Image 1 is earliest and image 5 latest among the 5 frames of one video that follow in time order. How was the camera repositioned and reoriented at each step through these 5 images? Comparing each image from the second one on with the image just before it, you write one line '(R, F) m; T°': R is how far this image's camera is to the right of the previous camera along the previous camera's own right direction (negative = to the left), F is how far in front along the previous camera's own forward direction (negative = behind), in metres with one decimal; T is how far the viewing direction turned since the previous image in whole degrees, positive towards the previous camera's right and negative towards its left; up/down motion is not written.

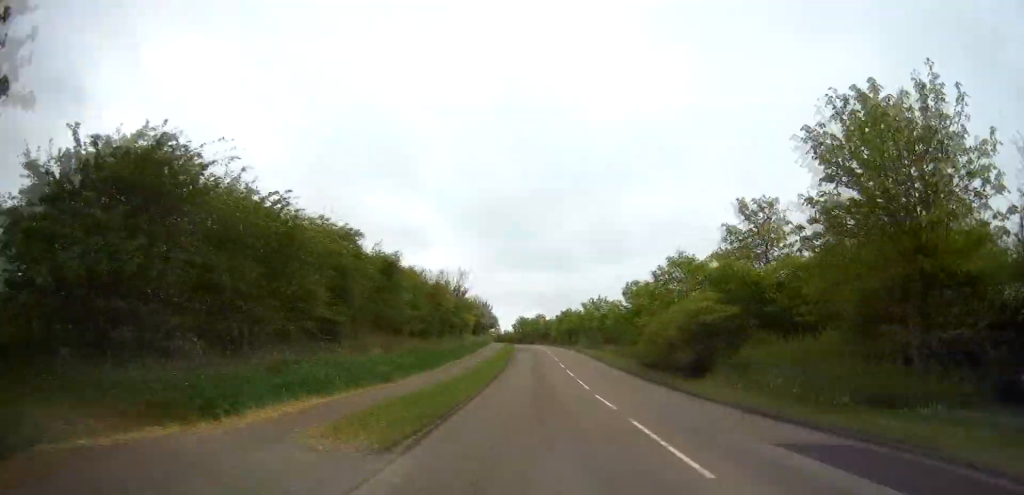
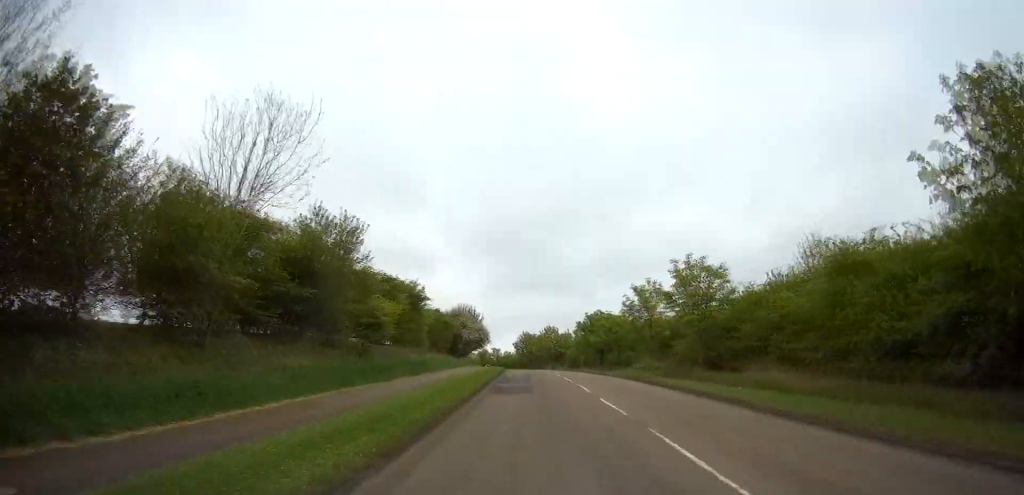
(-0.4, +44.4) m; -1°
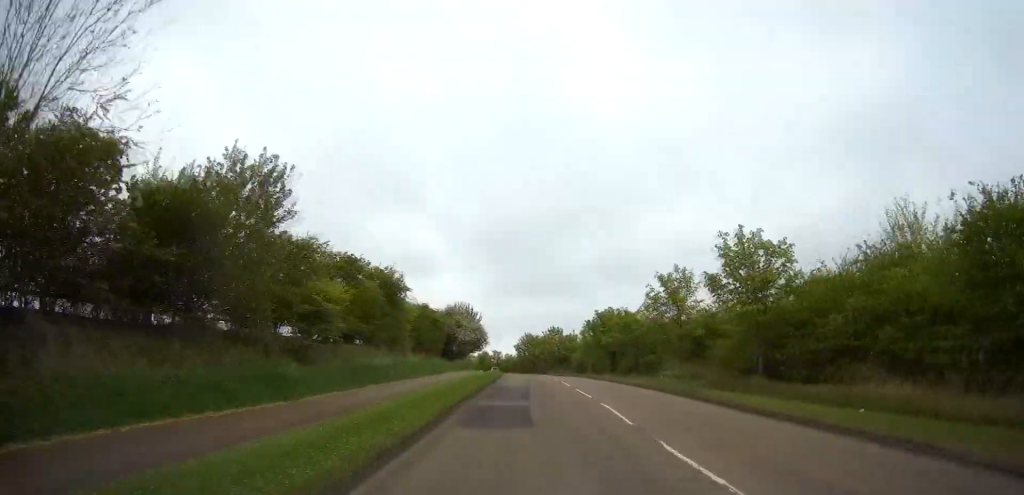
(0.0, +8.8) m; 0°
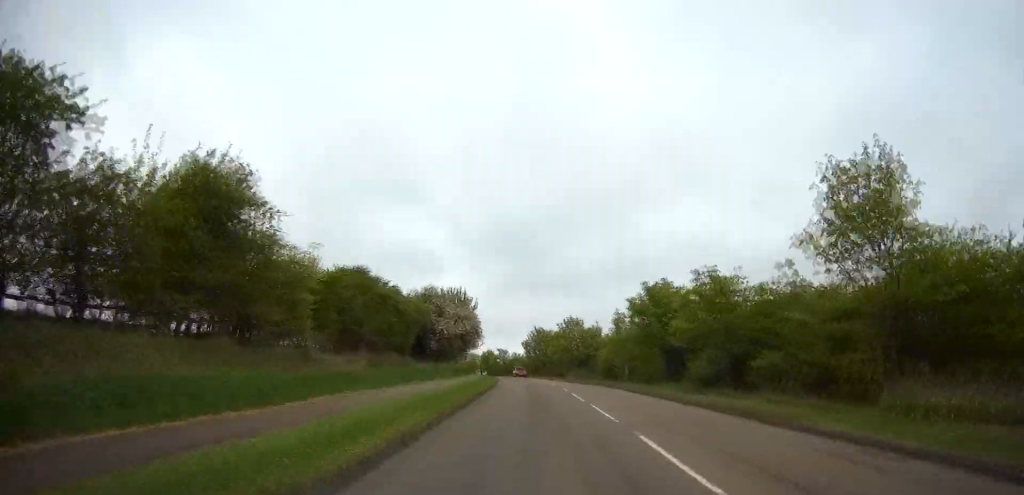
(-0.2, +23.4) m; -1°
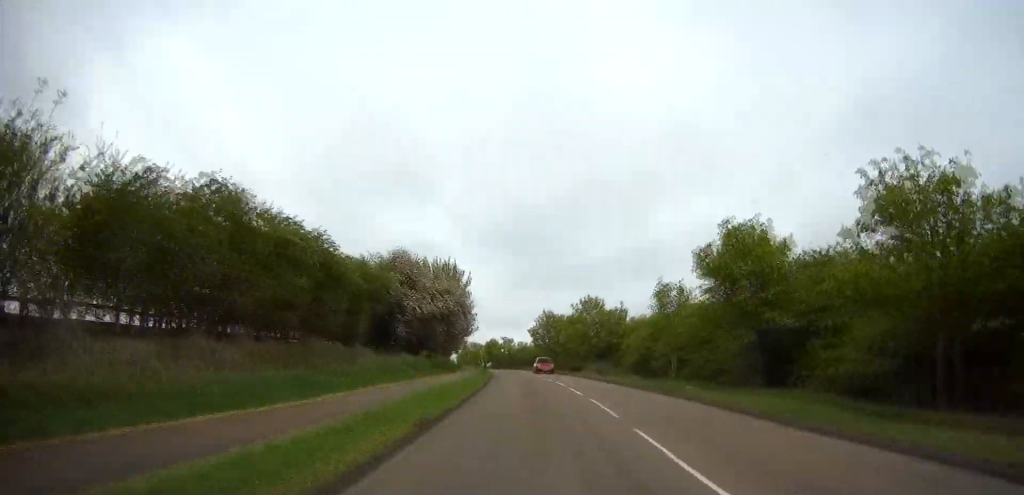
(-0.2, +16.2) m; -1°
